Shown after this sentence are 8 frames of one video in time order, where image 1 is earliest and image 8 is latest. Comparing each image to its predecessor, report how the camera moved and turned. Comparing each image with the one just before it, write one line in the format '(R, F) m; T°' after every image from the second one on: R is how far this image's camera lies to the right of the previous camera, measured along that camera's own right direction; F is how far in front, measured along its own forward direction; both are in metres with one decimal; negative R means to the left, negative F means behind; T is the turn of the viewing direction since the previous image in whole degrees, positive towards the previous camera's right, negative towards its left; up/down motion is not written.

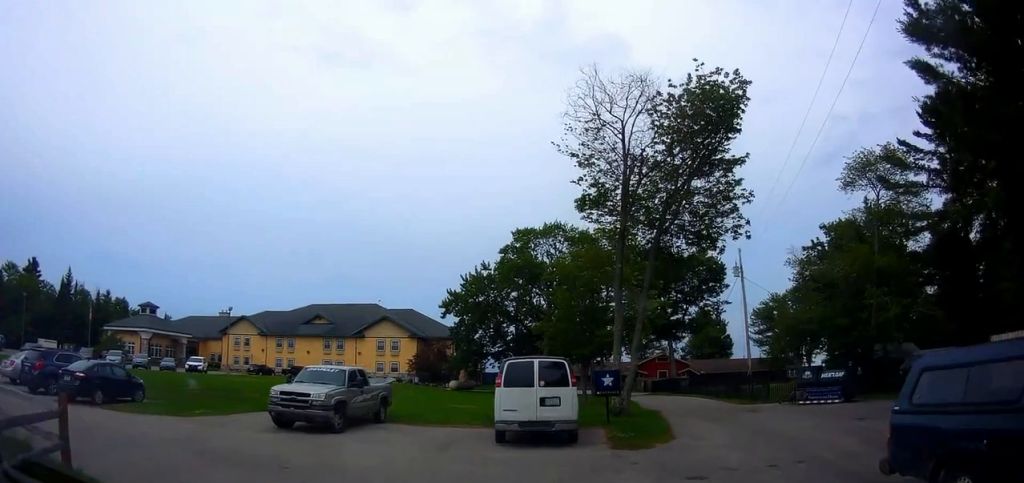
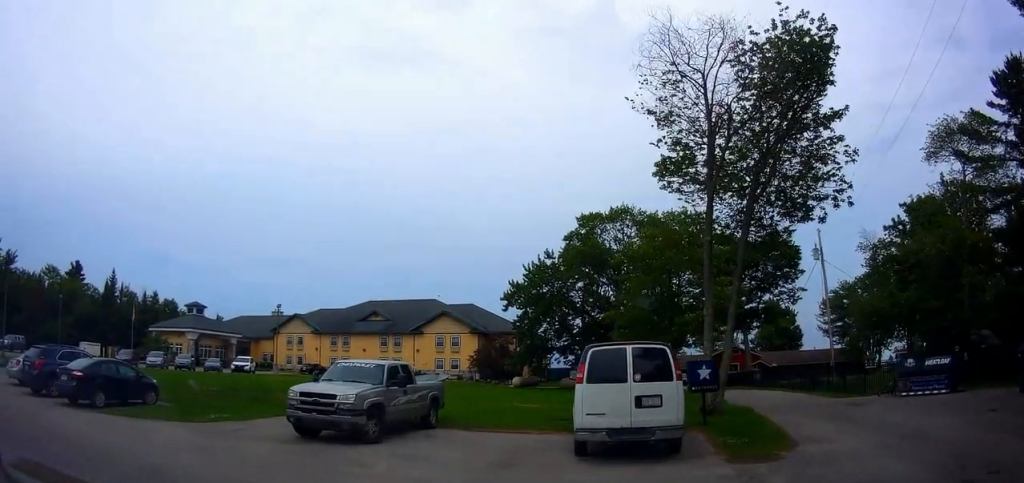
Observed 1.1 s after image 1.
(+0.1, +4.2) m; -1°
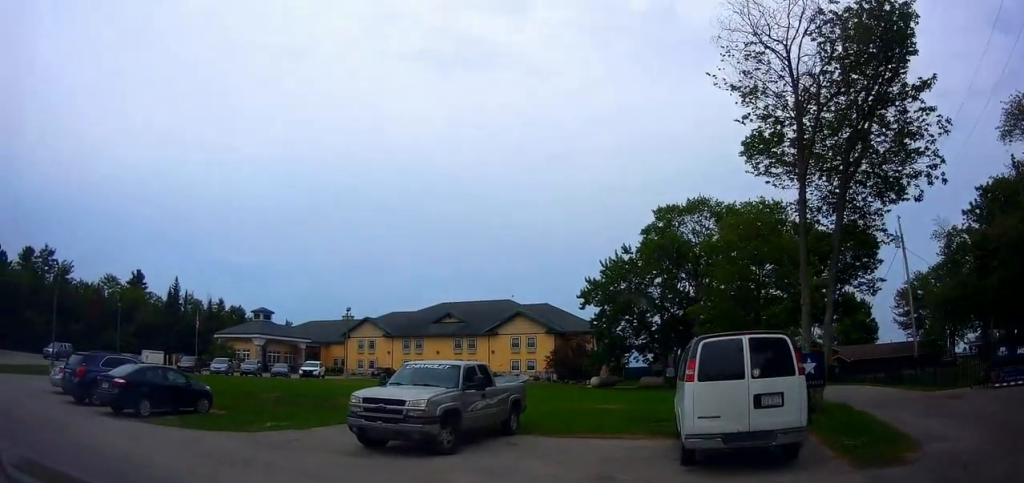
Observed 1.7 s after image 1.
(+0.3, +2.2) m; -7°
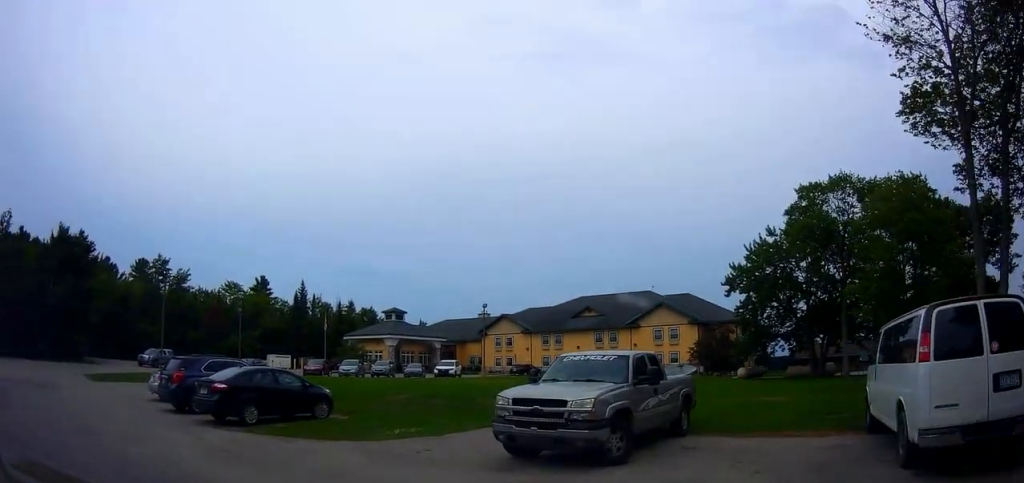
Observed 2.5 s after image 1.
(-0.8, +3.1) m; -32°
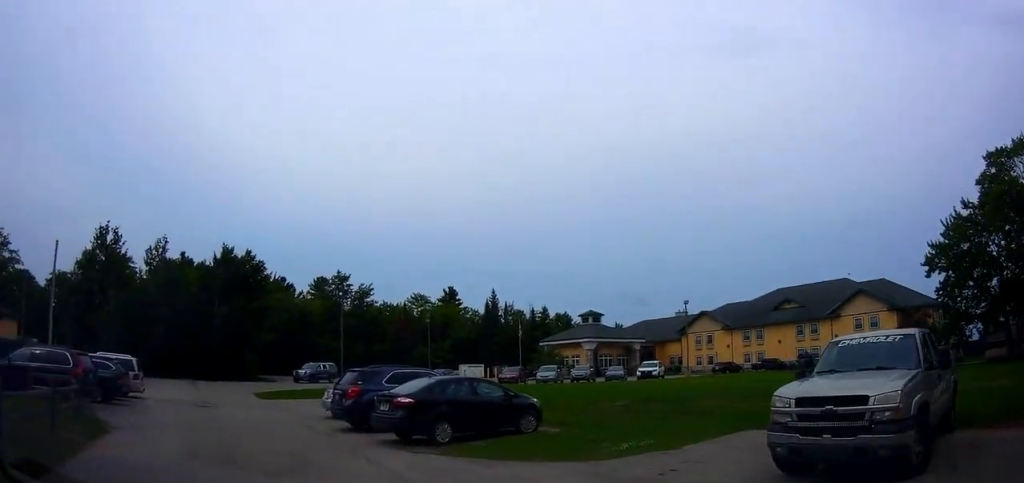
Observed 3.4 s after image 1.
(-1.2, +3.4) m; -21°
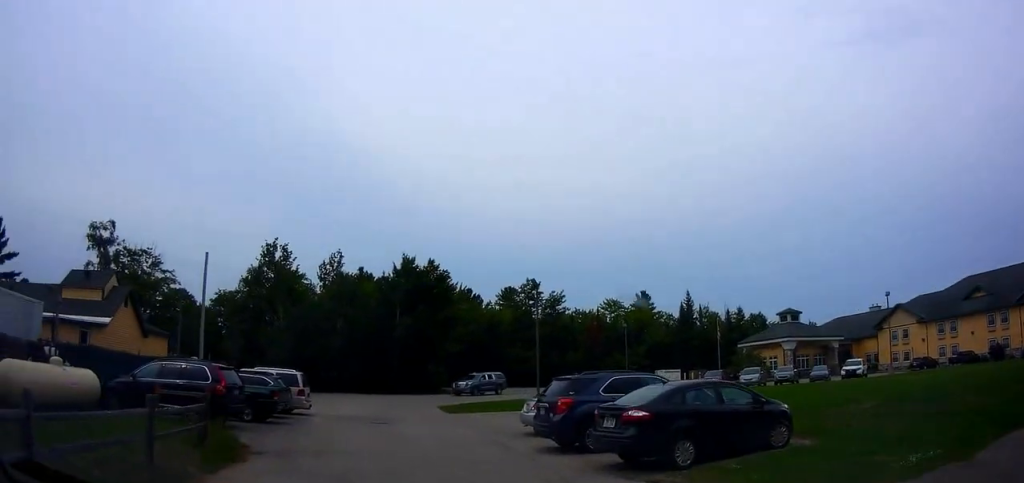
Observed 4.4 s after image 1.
(-0.5, +5.0) m; -4°
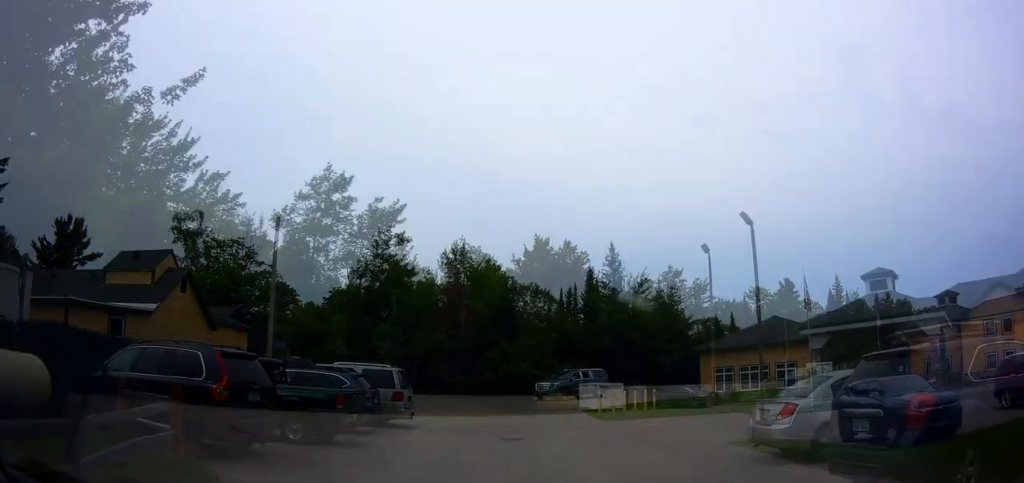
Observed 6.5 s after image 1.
(+0.3, +18.8) m; +1°
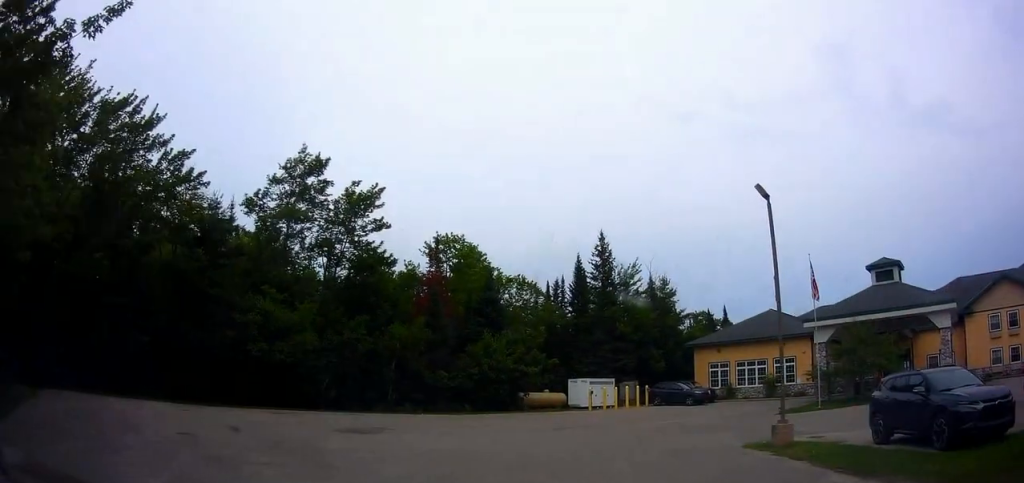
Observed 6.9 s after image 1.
(0.0, +4.8) m; +3°
